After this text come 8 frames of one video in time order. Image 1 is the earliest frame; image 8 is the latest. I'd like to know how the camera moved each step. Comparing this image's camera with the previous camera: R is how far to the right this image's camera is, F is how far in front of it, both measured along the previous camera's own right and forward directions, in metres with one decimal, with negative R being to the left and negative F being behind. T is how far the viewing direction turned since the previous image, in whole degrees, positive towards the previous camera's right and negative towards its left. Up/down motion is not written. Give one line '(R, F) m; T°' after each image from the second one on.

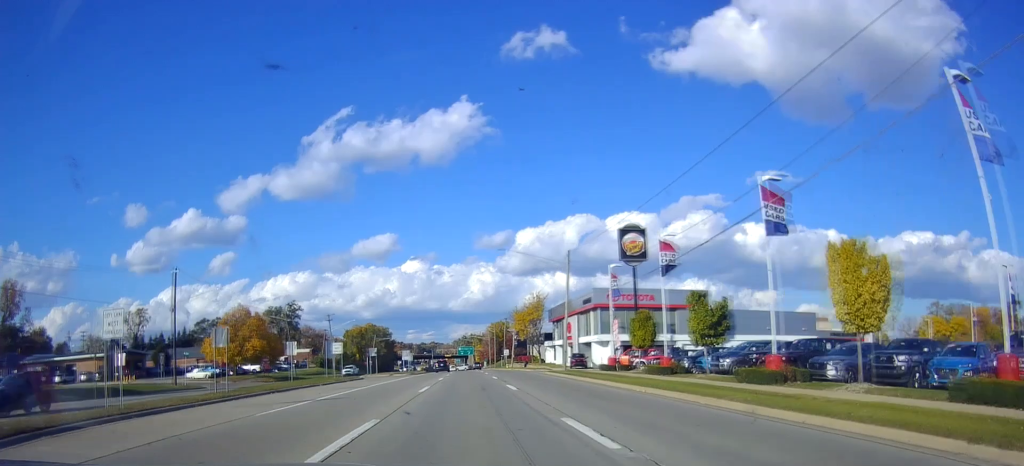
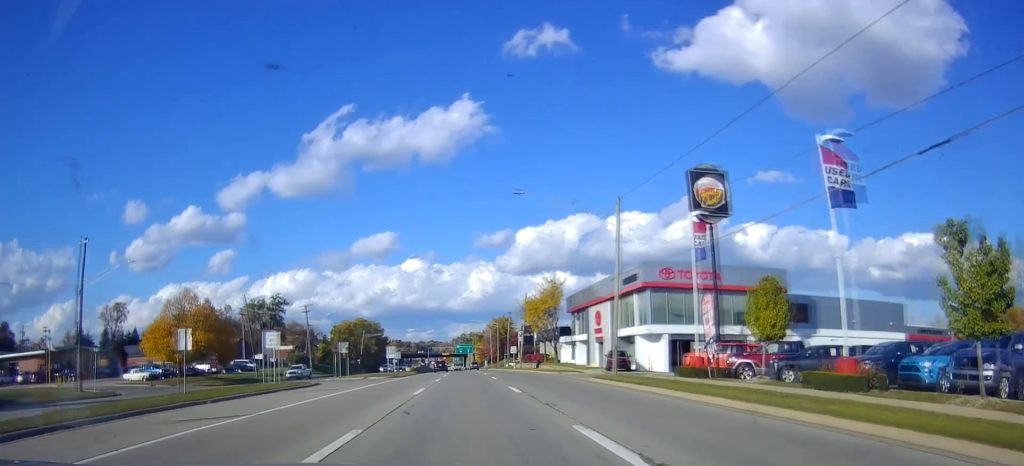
(-0.7, +17.4) m; 0°
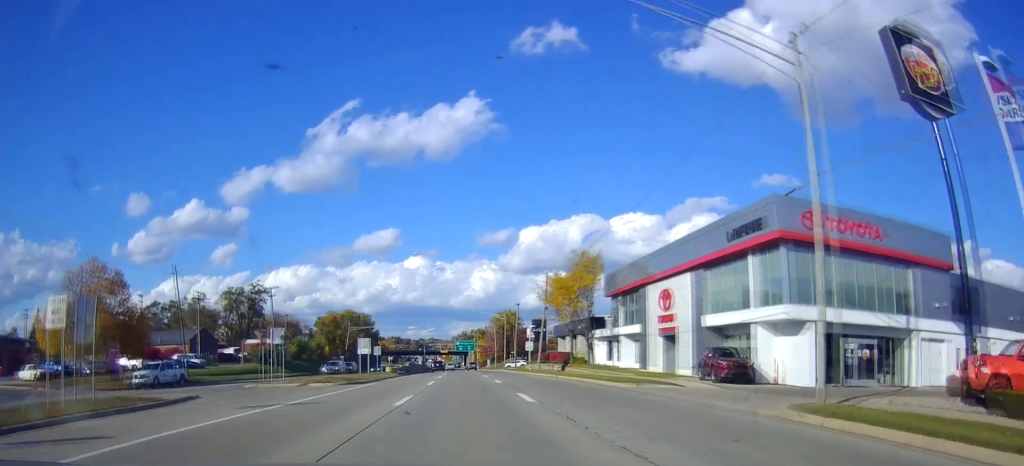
(+0.6, +20.3) m; +2°
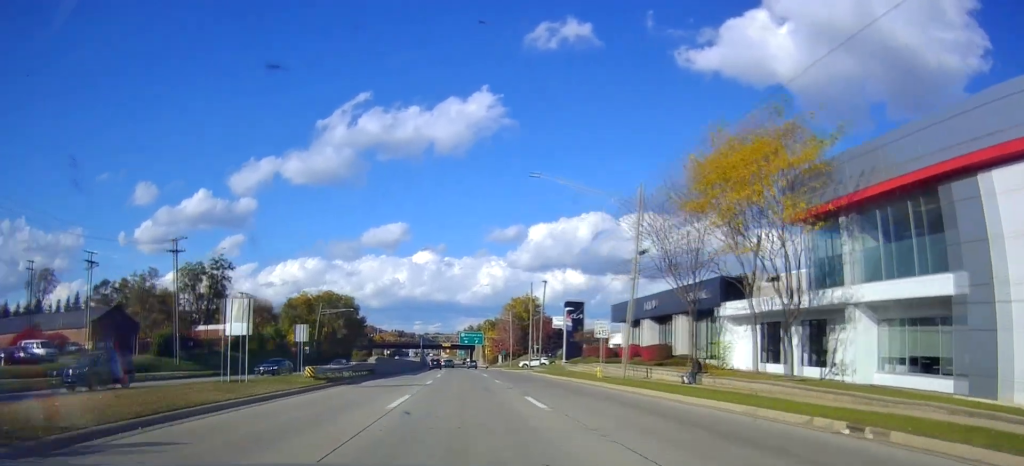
(+0.2, +32.6) m; -1°
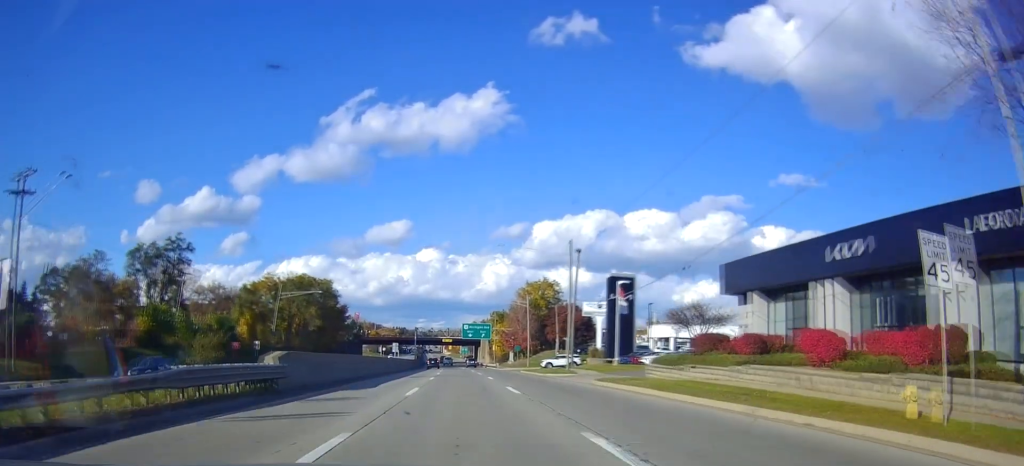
(-0.6, +24.6) m; -1°
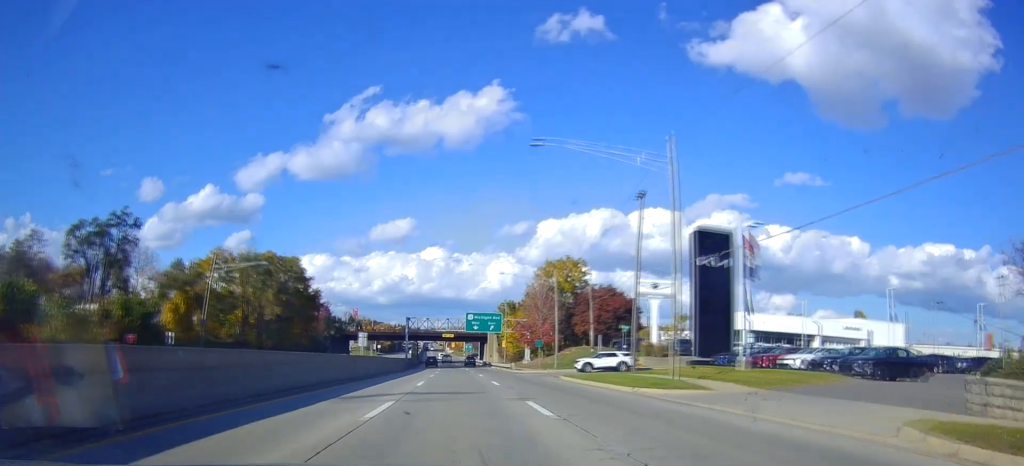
(+0.2, +23.1) m; +1°
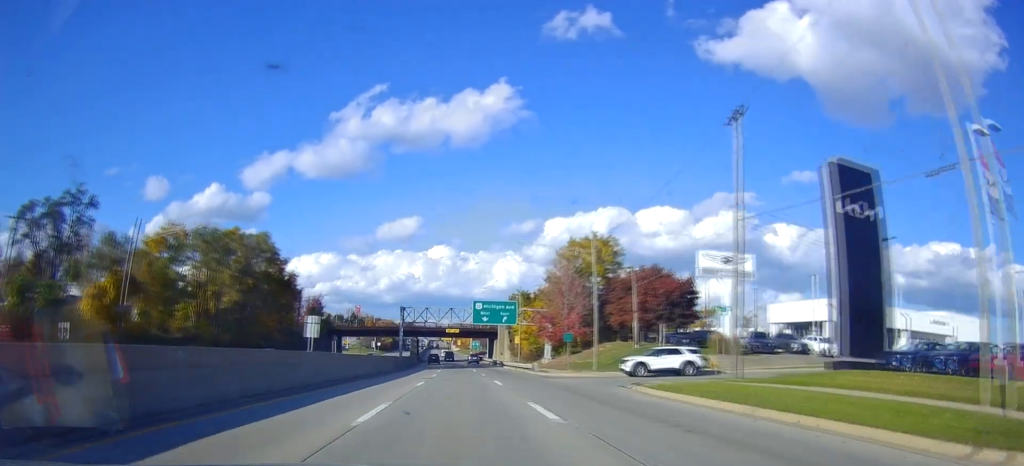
(0.0, +16.0) m; -1°
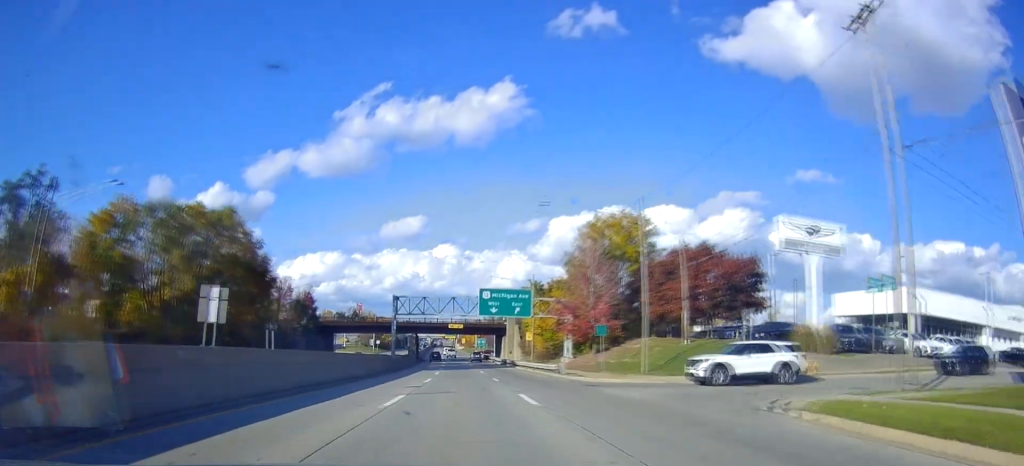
(0.0, +11.8) m; -1°
